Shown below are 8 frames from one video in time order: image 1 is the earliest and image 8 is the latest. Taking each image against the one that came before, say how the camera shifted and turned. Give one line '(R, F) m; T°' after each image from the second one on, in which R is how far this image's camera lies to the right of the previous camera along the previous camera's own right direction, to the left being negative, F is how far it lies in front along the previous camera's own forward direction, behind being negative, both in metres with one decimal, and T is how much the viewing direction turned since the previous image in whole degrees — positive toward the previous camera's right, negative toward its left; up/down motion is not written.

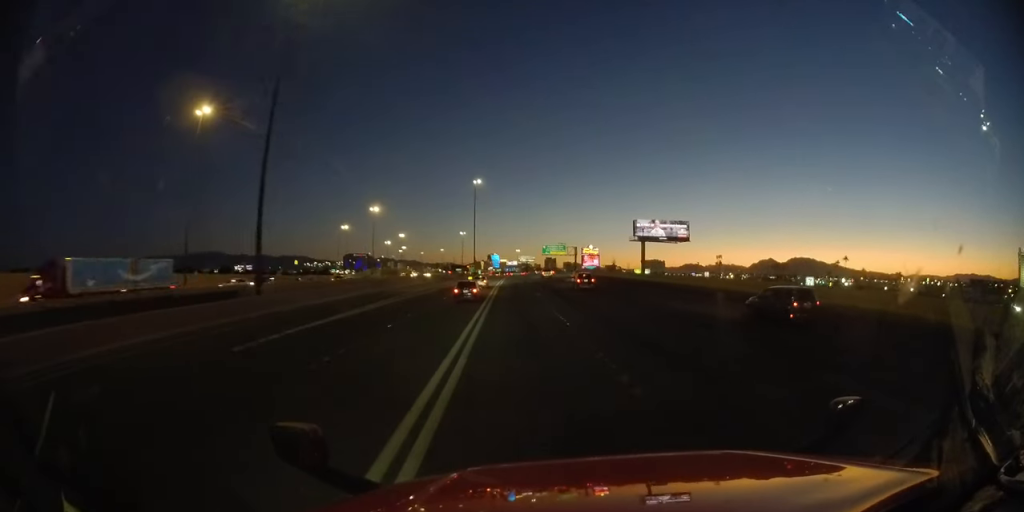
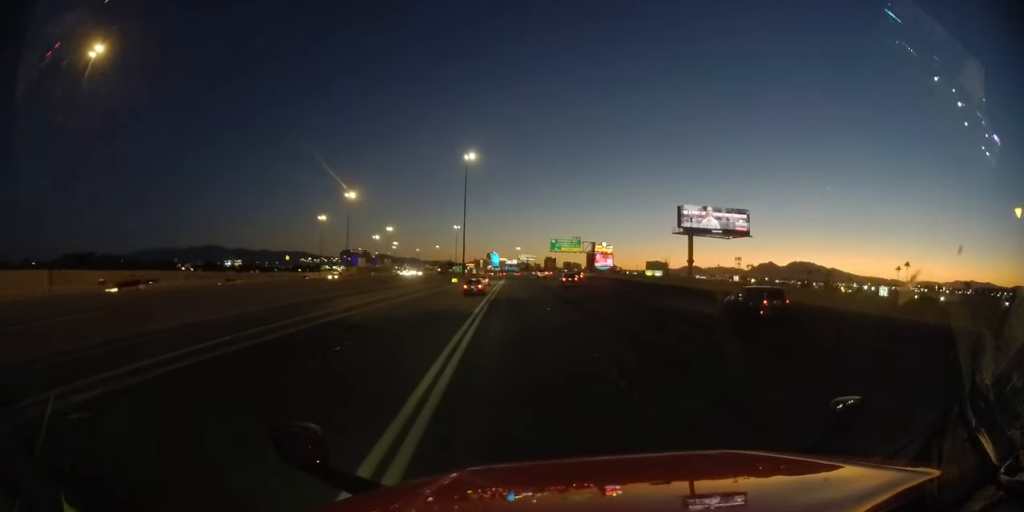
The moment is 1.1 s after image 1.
(+0.1, +30.0) m; 0°
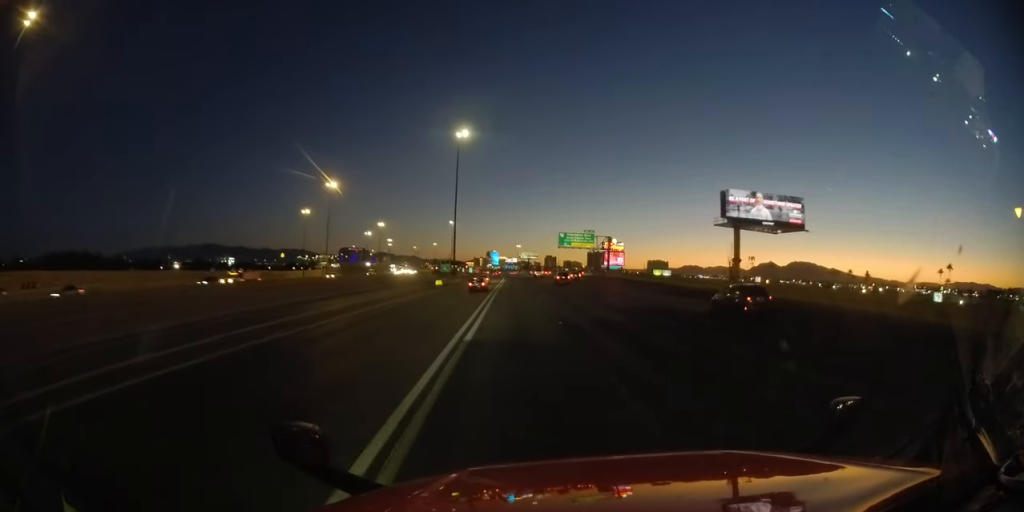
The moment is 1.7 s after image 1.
(0.0, +17.7) m; 0°
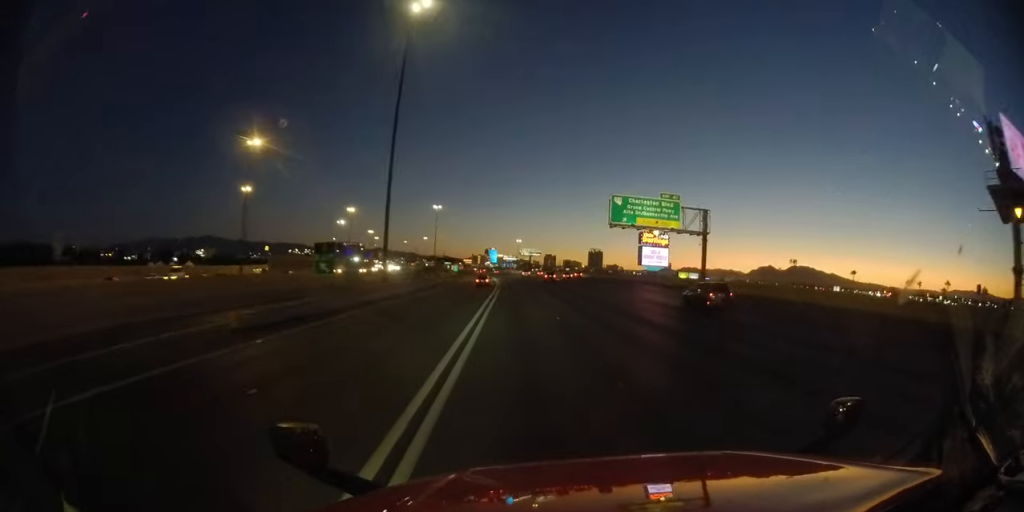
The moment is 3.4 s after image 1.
(0.0, +47.2) m; -1°
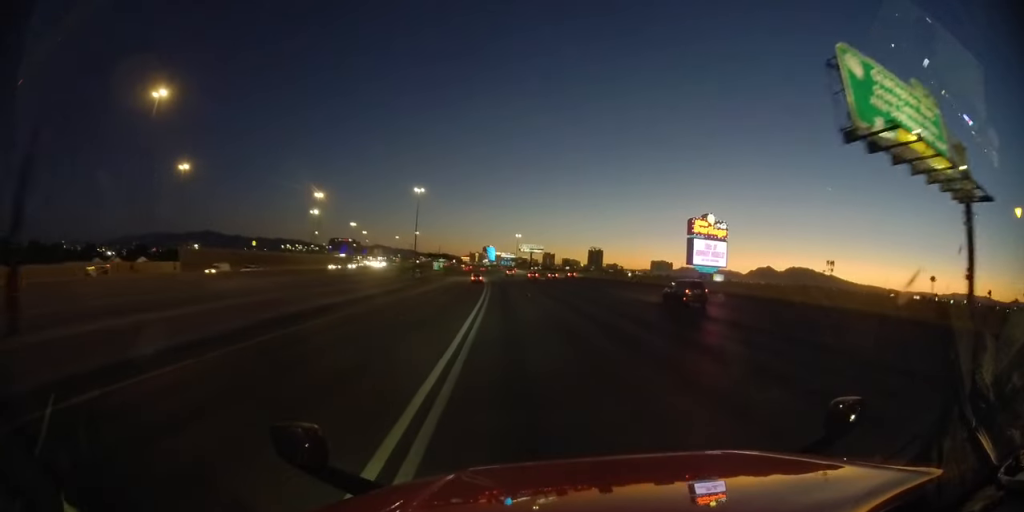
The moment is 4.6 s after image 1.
(-0.2, +33.7) m; 0°
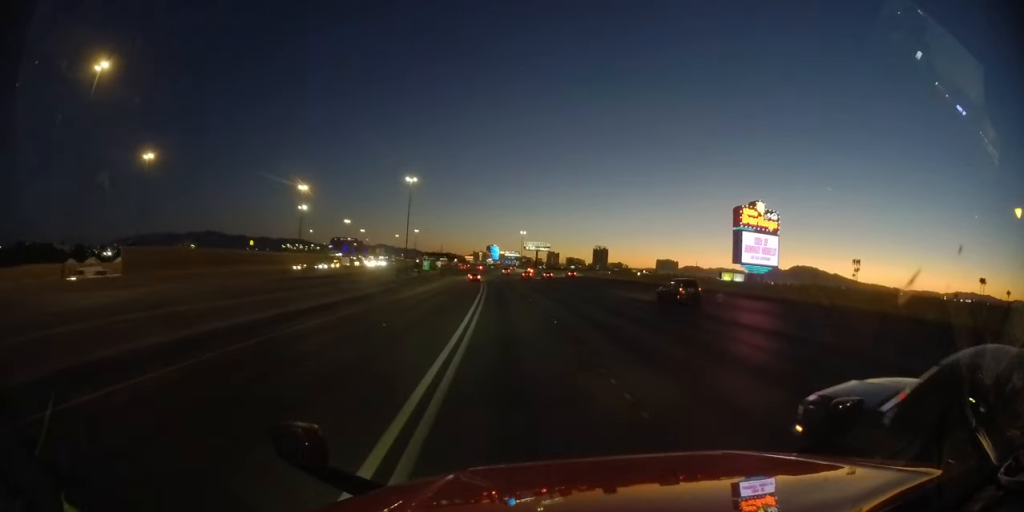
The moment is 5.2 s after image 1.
(+0.2, +17.0) m; 0°
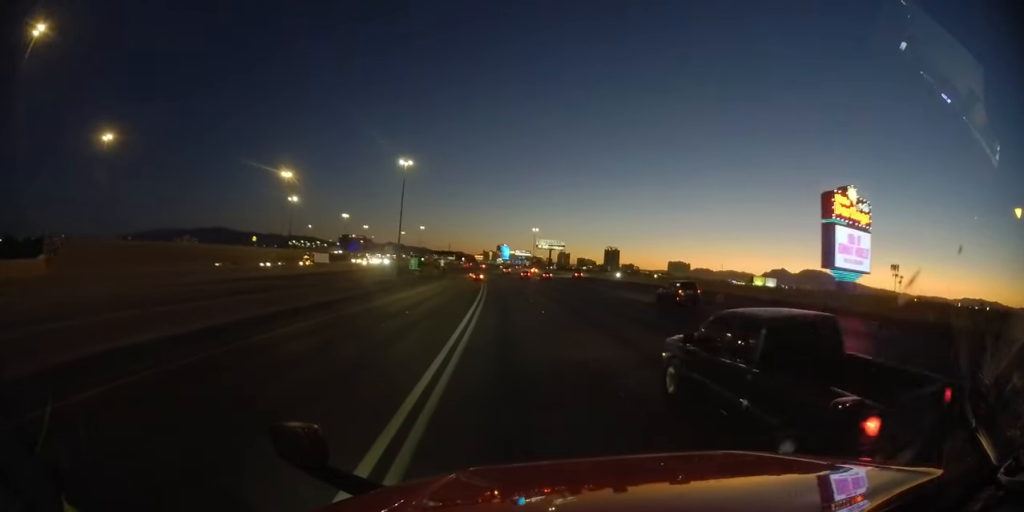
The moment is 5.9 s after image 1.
(-0.2, +19.8) m; -1°
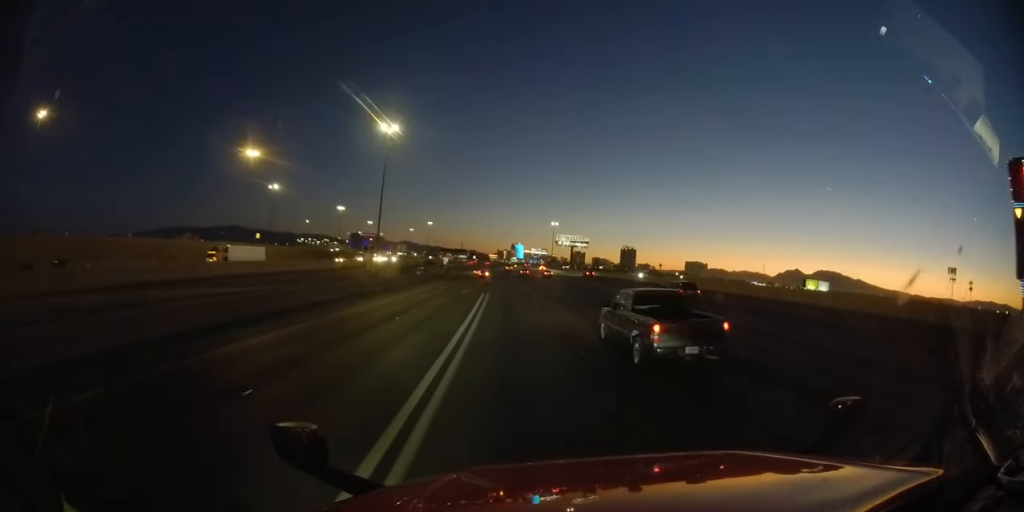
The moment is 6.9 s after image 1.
(-0.3, +27.3) m; -2°
